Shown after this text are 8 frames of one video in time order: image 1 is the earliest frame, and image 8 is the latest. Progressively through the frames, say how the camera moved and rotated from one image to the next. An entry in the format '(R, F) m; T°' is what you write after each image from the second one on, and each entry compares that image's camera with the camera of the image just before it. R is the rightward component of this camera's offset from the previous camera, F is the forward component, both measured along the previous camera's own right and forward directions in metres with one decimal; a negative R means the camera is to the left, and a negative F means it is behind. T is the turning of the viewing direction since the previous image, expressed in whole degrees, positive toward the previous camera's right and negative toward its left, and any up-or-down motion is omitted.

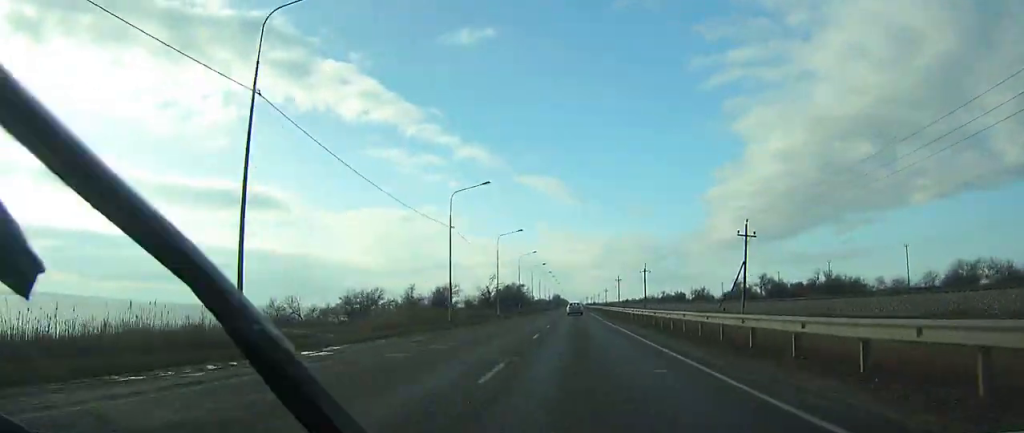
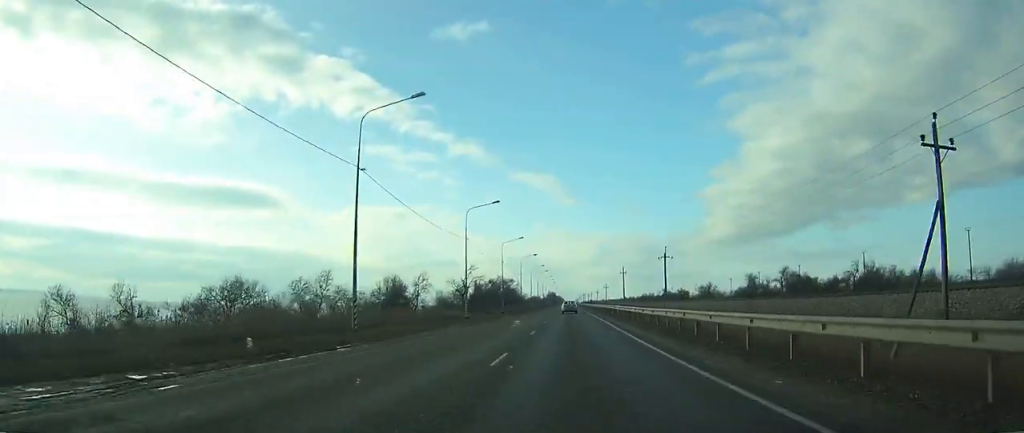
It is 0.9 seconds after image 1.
(0.0, +21.4) m; 0°
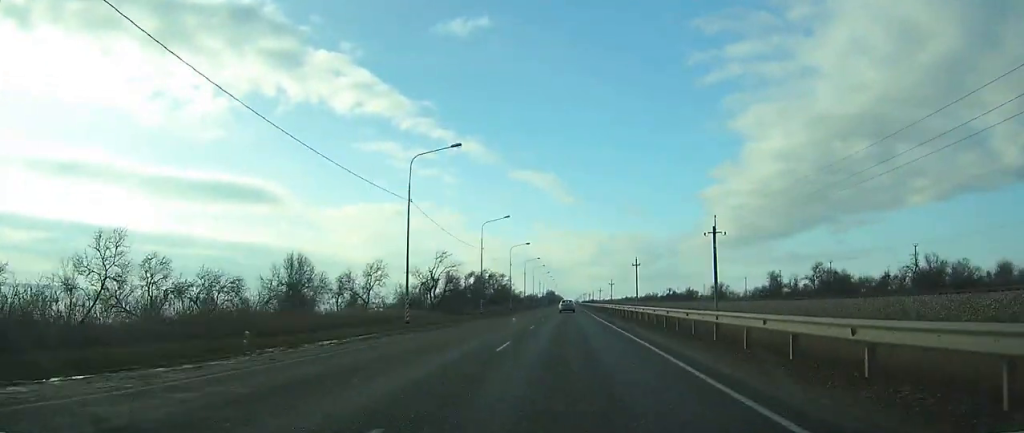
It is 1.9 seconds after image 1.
(-0.1, +21.4) m; 0°
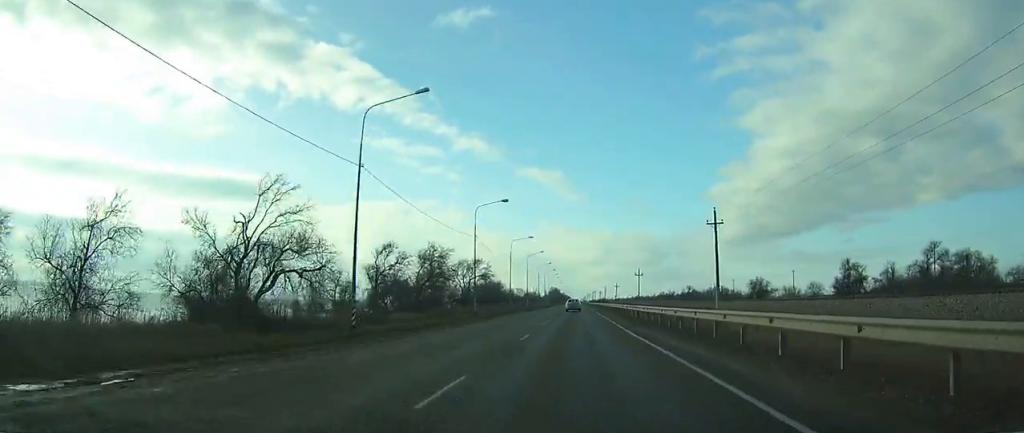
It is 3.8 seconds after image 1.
(0.0, +44.5) m; 0°
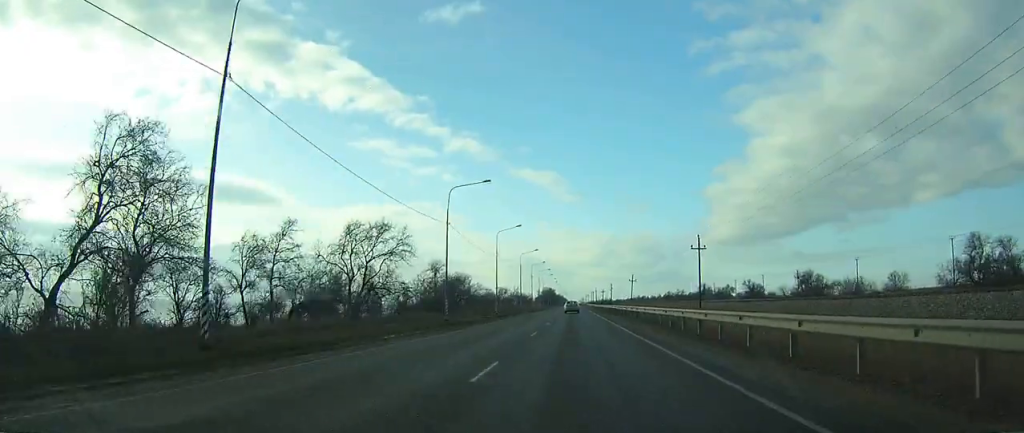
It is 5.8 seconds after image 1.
(+0.2, +46.1) m; +1°
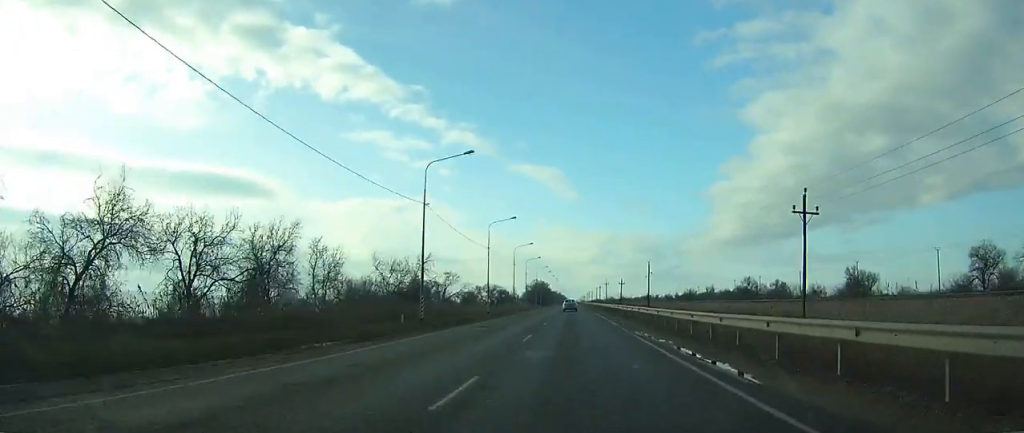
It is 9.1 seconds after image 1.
(+0.7, +75.8) m; 0°
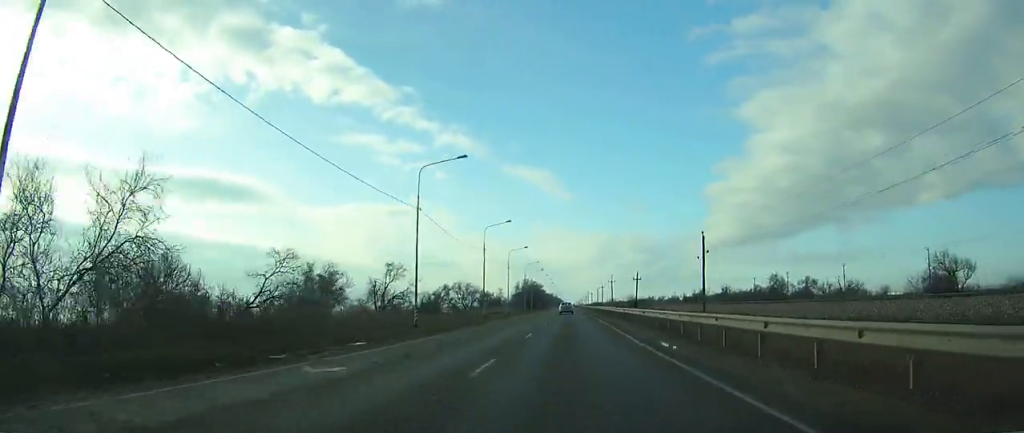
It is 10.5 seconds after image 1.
(-0.1, +32.7) m; 0°
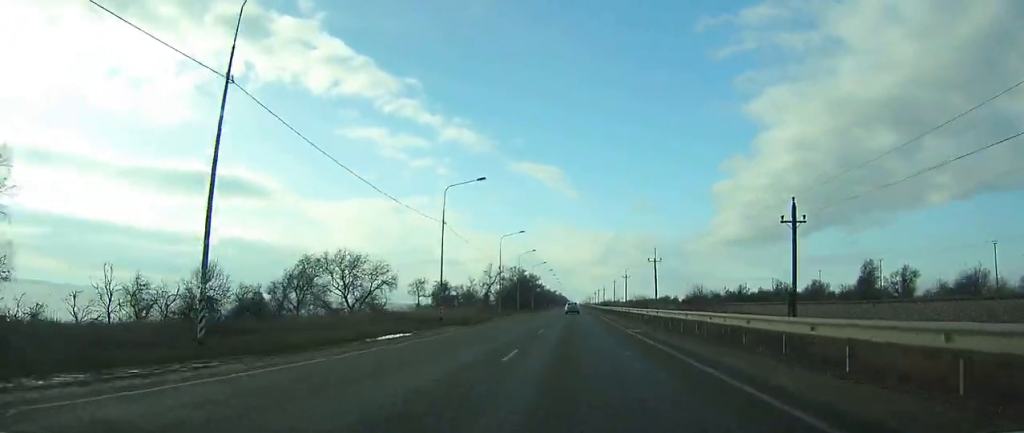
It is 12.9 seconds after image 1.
(-0.3, +58.2) m; 0°
